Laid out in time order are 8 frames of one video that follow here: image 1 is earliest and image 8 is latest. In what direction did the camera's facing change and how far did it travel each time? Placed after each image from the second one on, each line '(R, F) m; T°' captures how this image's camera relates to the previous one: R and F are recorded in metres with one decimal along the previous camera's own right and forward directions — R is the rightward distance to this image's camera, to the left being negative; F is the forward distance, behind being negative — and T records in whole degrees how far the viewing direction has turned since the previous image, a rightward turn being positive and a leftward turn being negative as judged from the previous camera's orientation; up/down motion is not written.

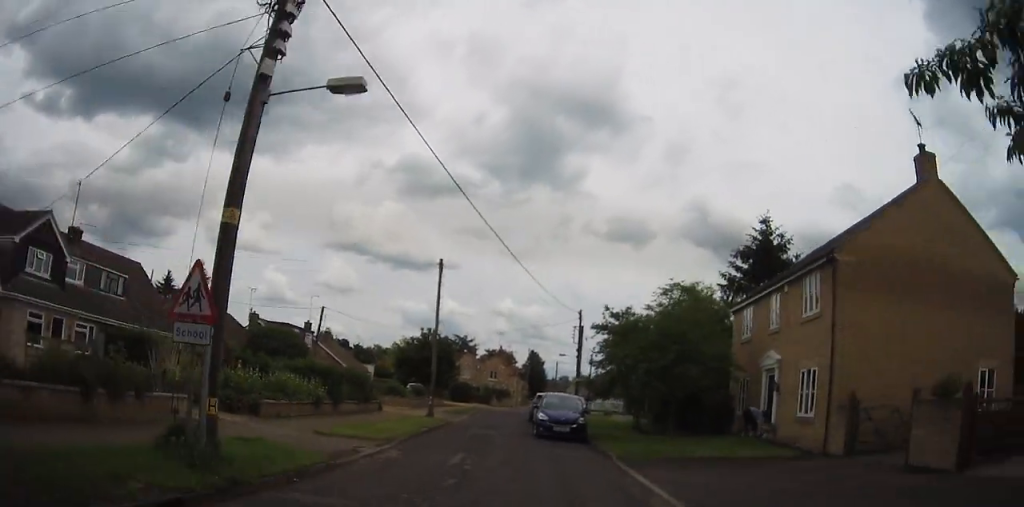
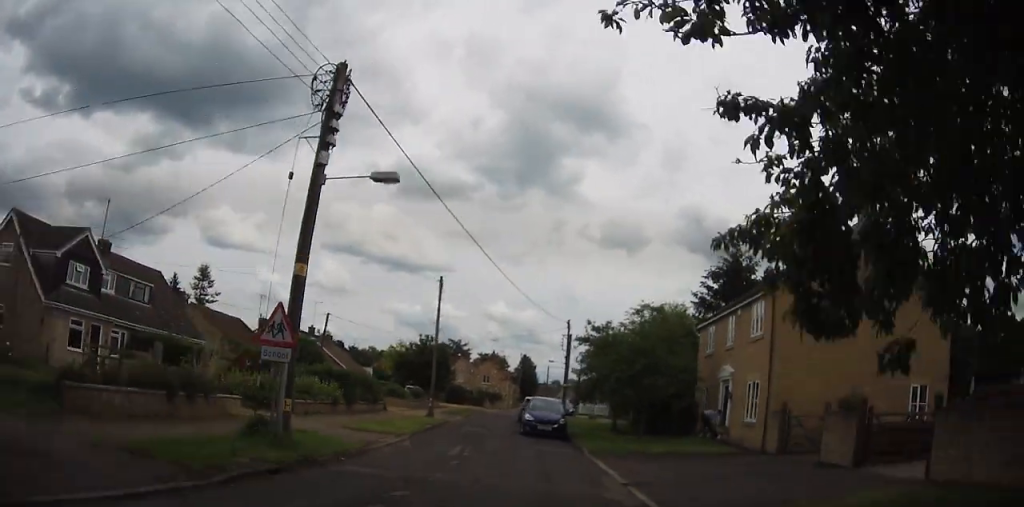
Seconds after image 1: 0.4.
(0.0, +3.6) m; 0°
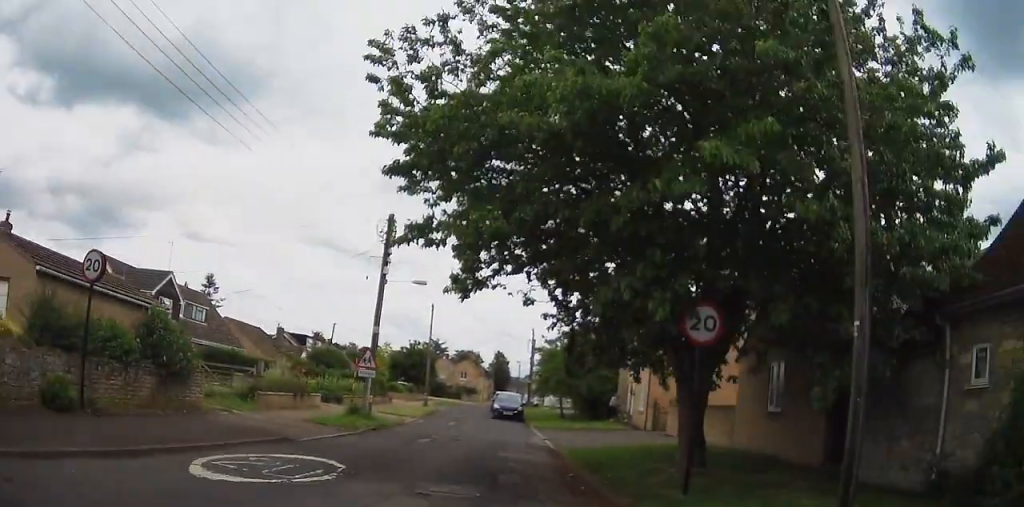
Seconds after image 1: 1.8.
(0.0, +11.9) m; +2°
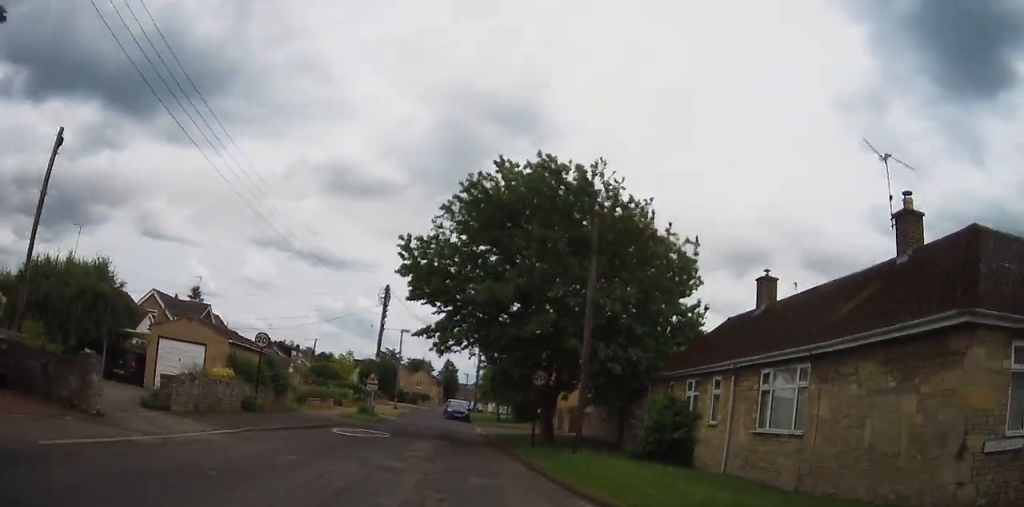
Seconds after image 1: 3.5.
(+0.9, +14.1) m; +6°
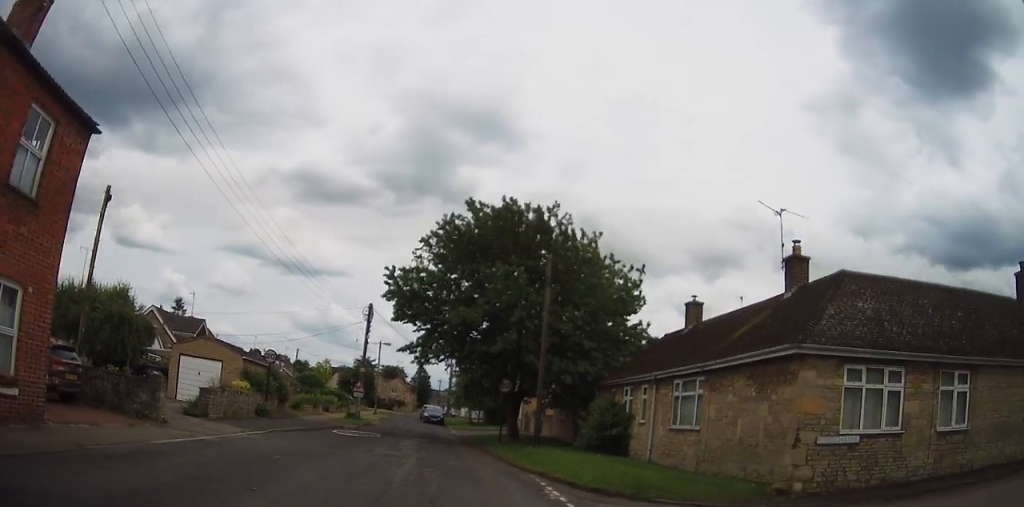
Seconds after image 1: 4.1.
(0.0, +4.5) m; 0°
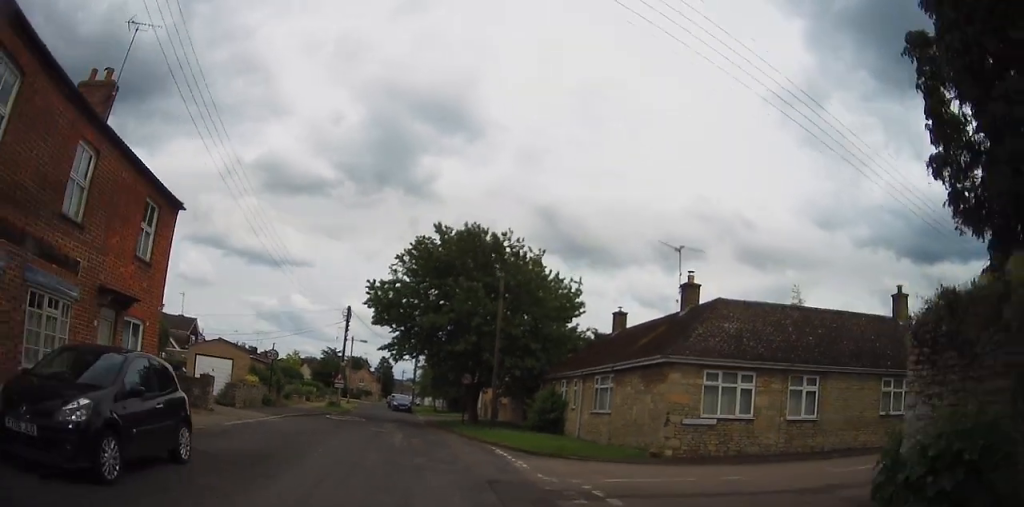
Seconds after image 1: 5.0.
(0.0, +6.1) m; +4°
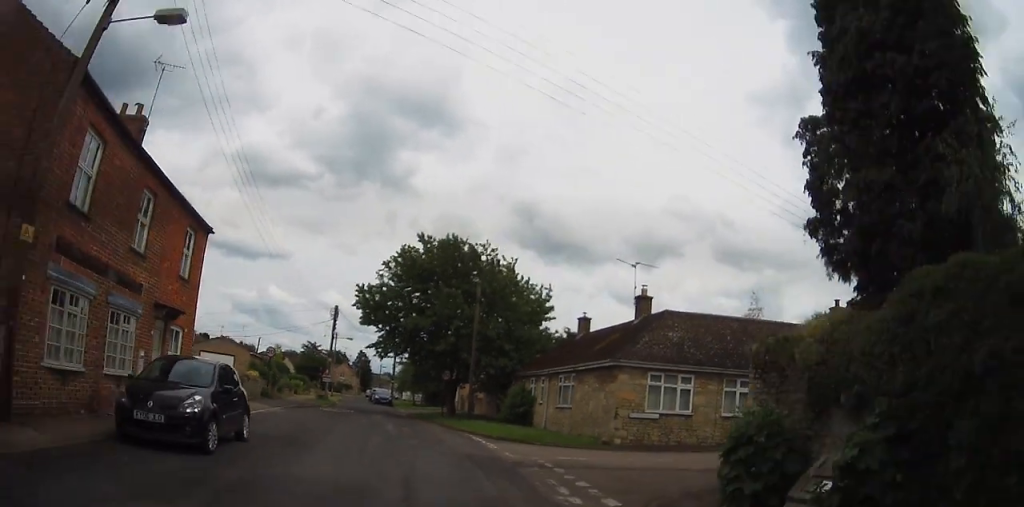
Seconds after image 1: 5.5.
(0.0, +3.6) m; +3°
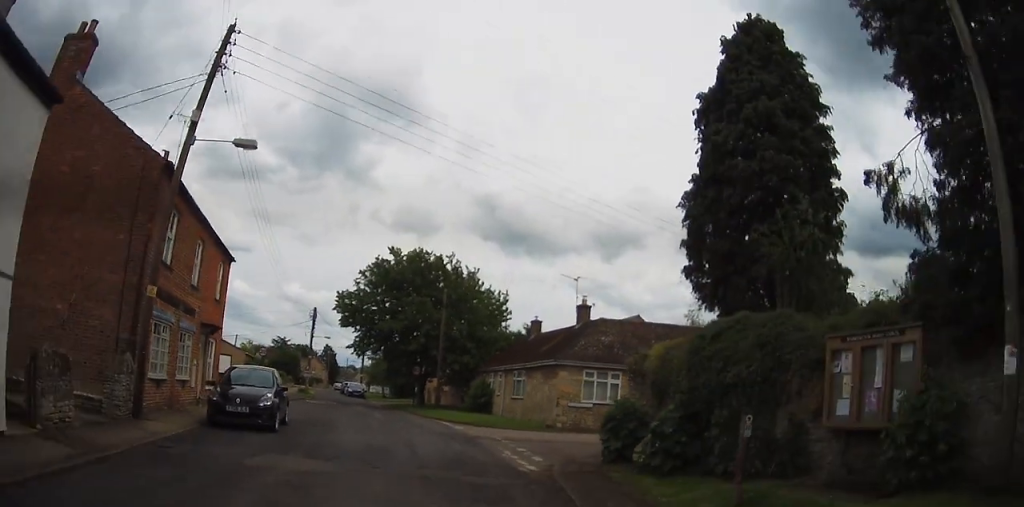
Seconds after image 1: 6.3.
(+0.4, +5.6) m; +5°
